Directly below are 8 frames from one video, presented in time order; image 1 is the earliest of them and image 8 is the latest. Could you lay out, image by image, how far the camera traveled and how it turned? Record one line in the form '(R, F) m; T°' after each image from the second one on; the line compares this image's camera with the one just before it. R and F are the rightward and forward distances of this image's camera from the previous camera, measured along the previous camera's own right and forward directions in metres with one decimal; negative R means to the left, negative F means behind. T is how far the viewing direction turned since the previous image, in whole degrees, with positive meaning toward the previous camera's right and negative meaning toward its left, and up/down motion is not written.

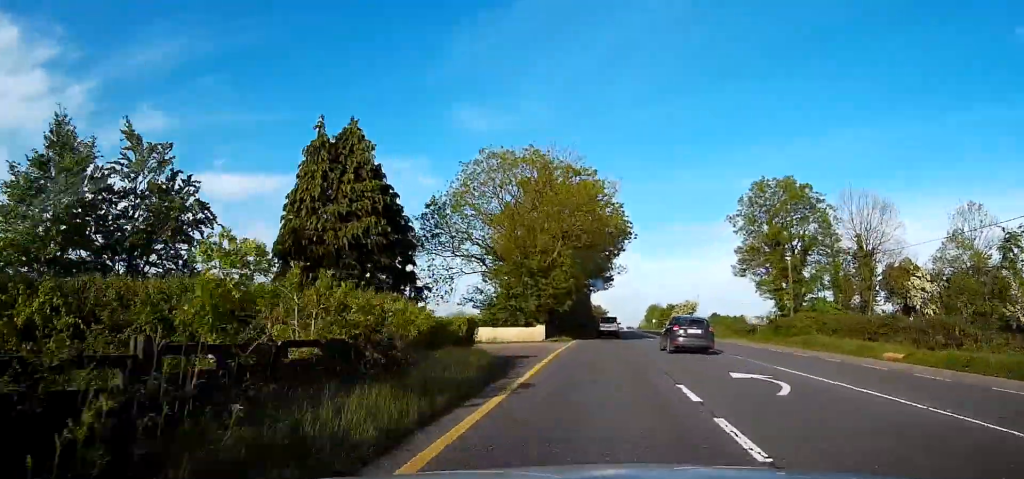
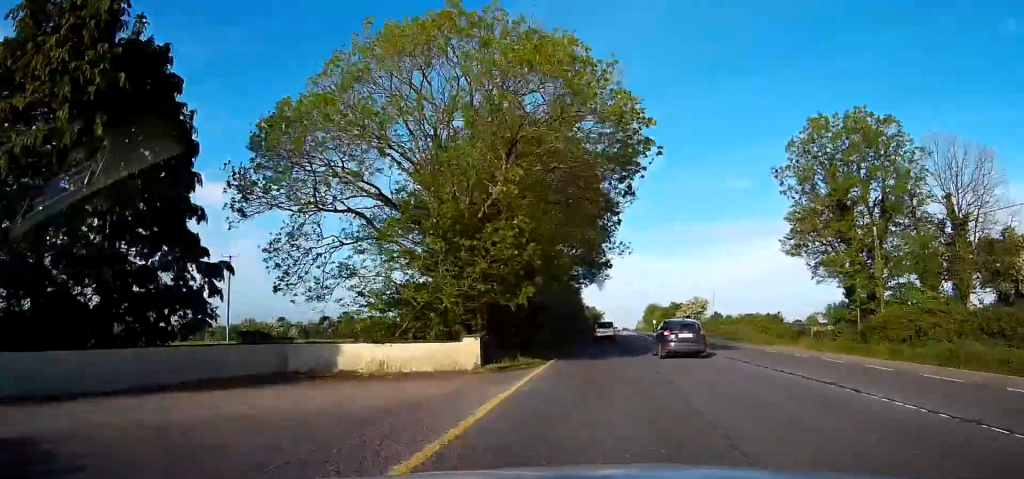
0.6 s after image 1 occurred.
(-0.1, +16.8) m; +1°
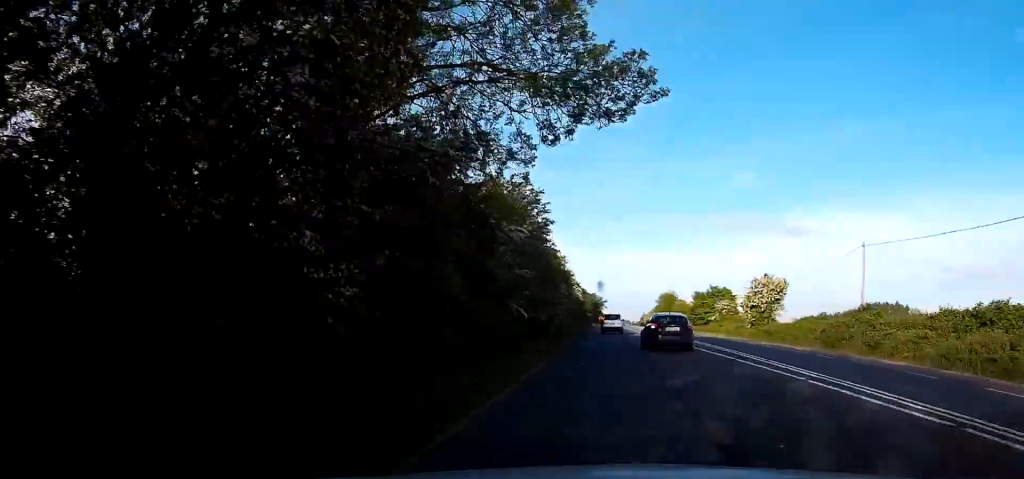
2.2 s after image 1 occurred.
(+0.6, +42.9) m; 0°
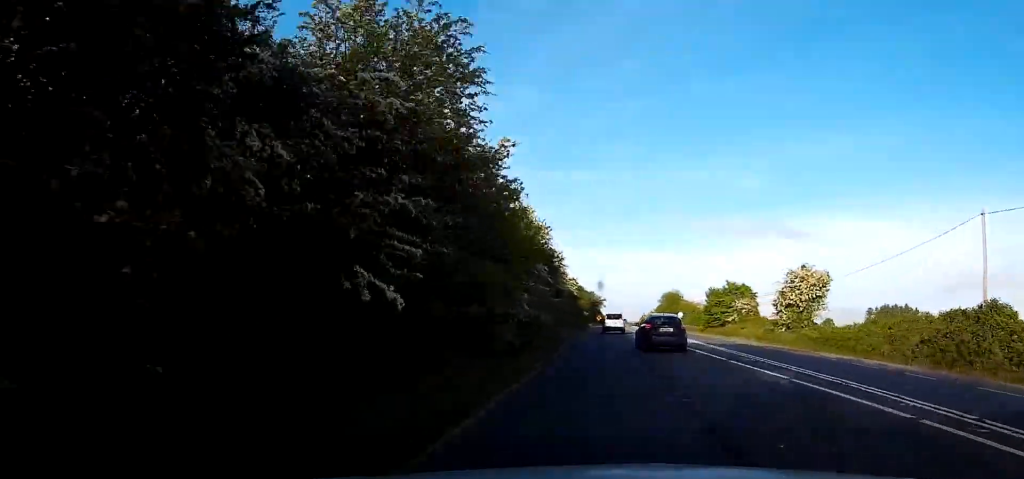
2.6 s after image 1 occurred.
(-0.2, +11.7) m; 0°
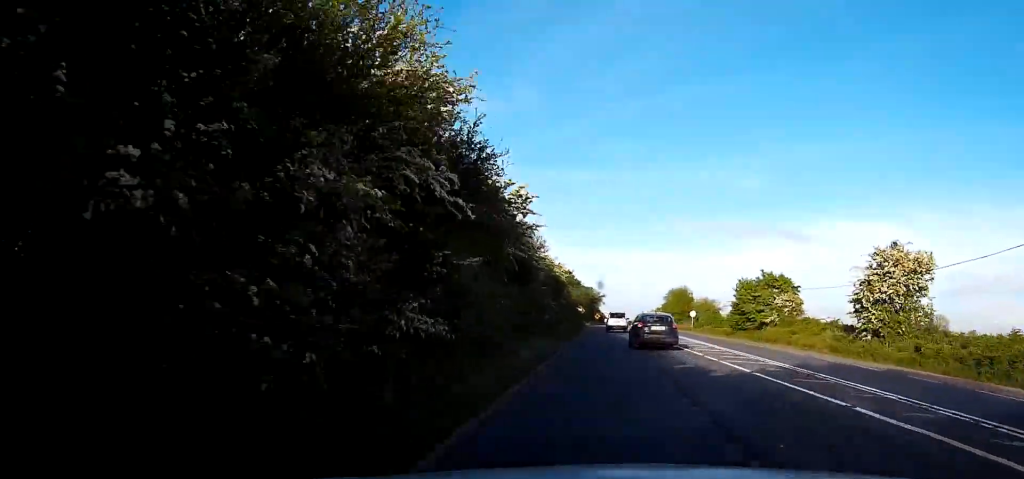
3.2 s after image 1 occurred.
(+0.1, +16.0) m; 0°
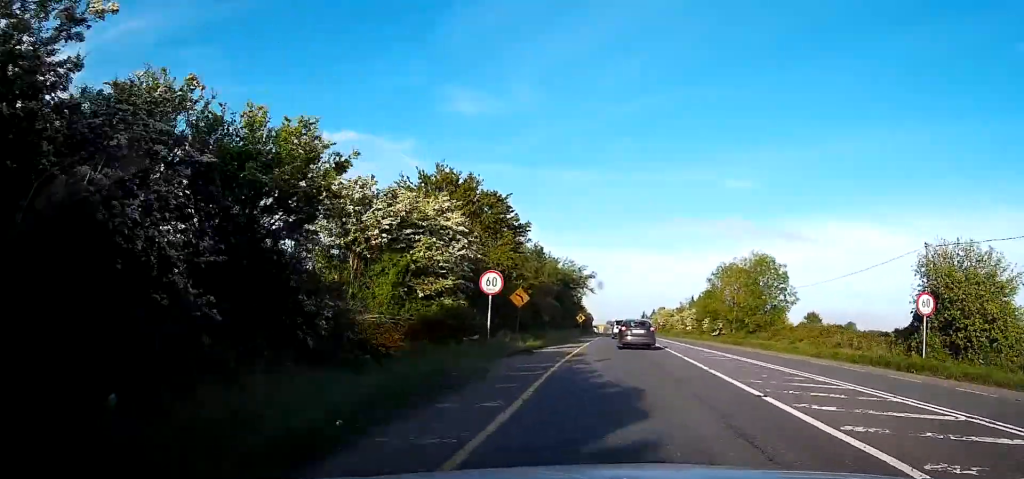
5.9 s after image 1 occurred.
(+0.9, +70.8) m; +1°
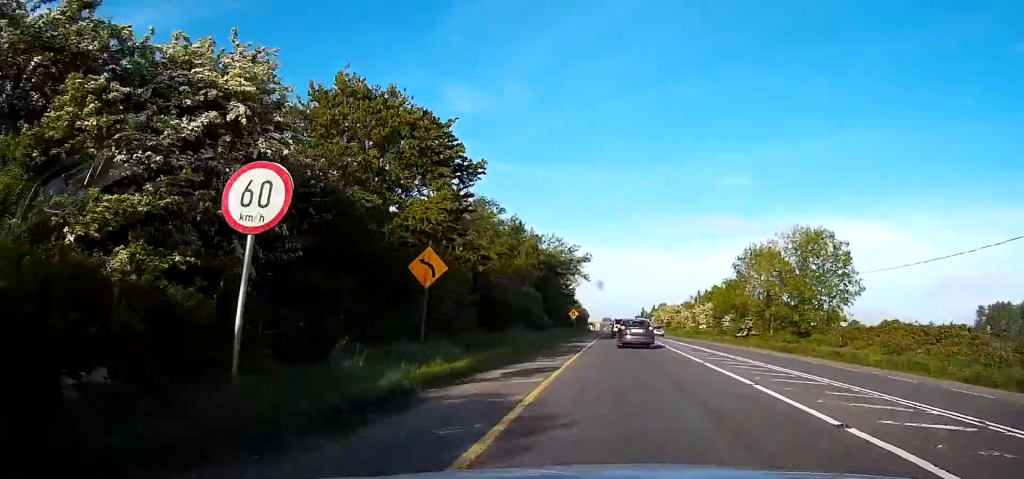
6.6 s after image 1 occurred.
(-0.1, +16.0) m; 0°
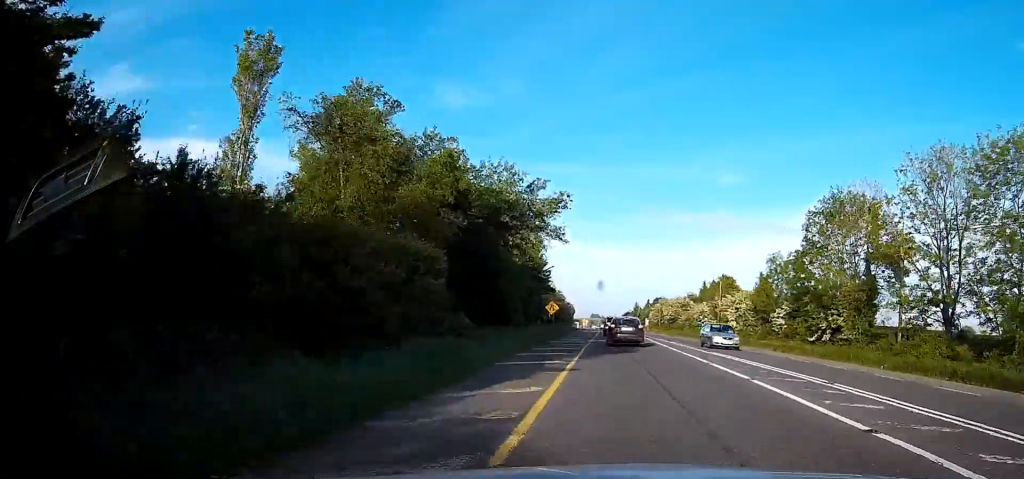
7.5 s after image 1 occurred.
(+0.3, +24.0) m; +1°
